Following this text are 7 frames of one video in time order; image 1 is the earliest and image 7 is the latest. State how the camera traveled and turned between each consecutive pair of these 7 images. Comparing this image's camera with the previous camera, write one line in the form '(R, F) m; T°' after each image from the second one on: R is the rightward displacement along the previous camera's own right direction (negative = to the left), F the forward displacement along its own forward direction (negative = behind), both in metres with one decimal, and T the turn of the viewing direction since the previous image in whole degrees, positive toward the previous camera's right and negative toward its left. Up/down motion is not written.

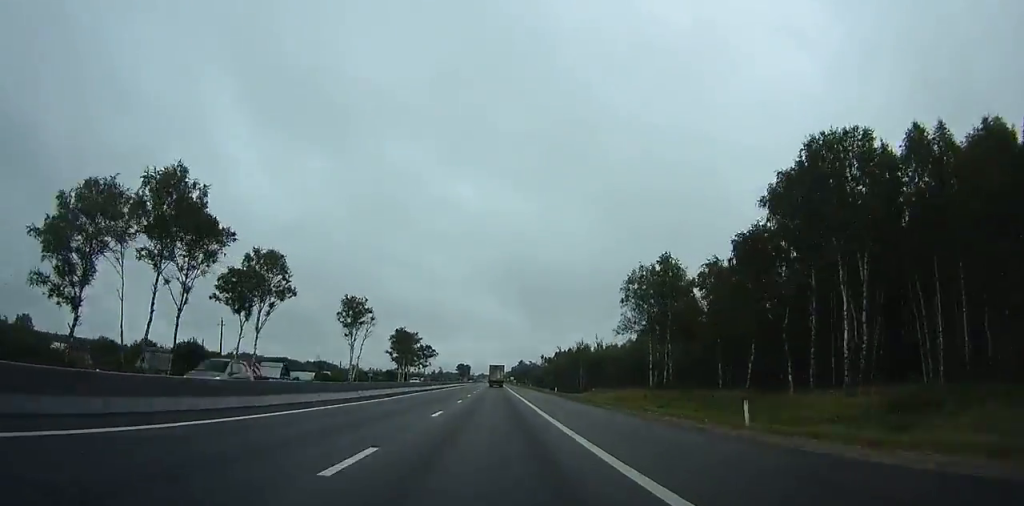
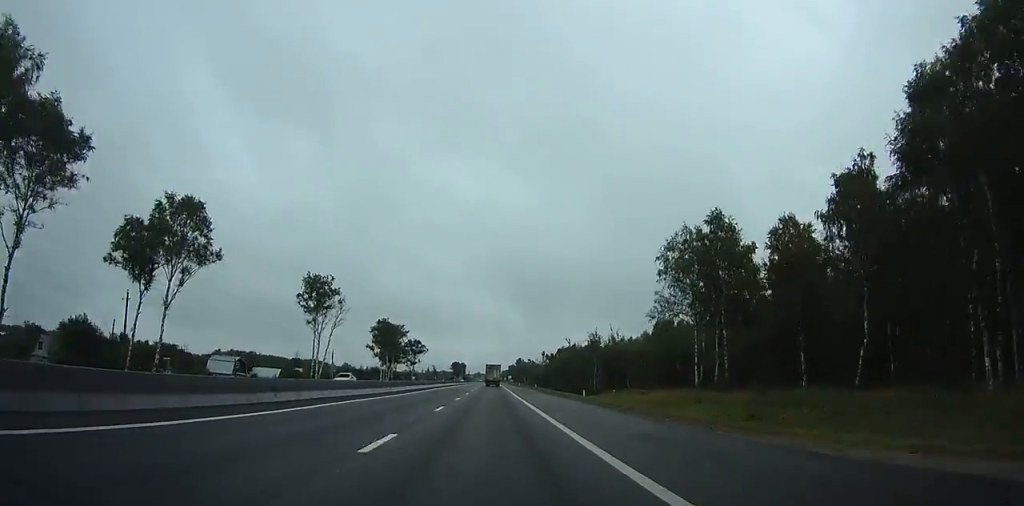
(0.0, +24.8) m; 0°
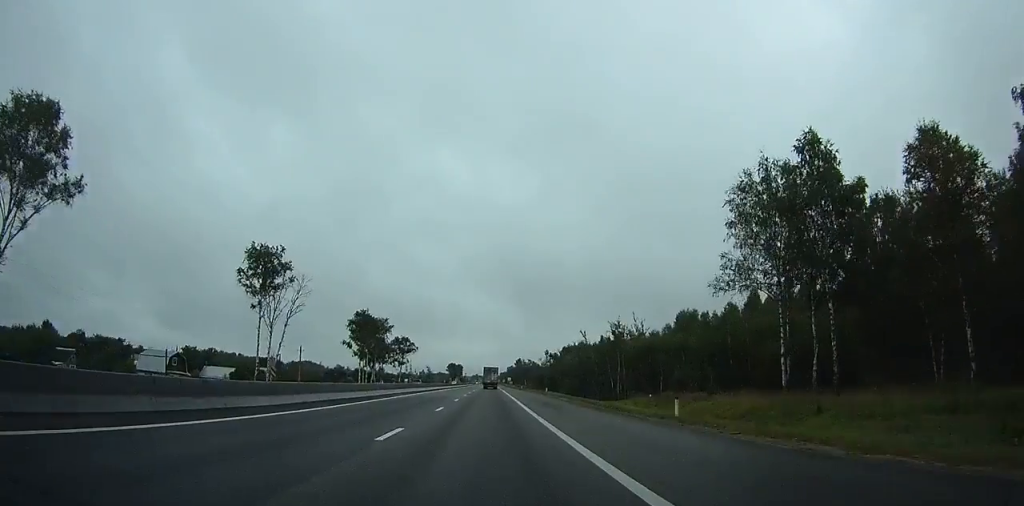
(+0.1, +25.2) m; 0°
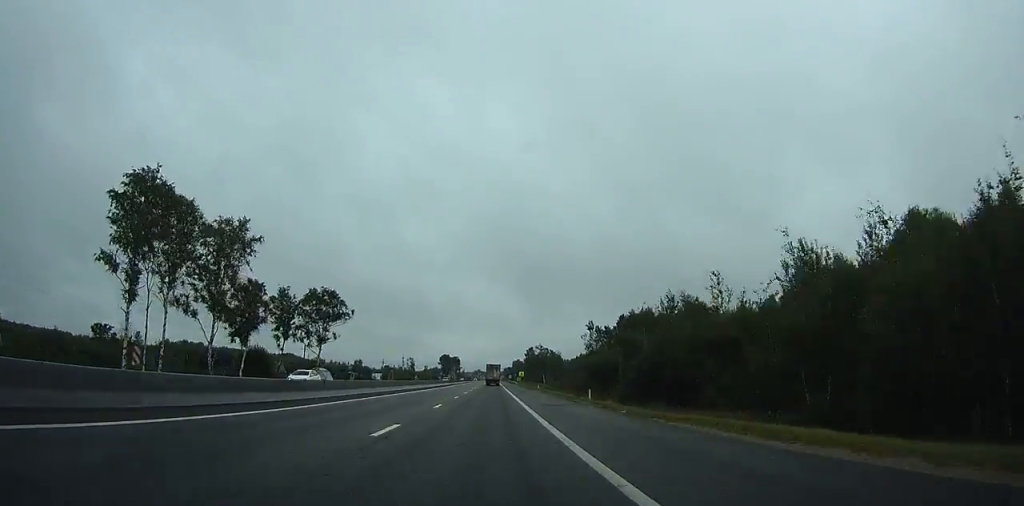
(-0.6, +92.3) m; 0°
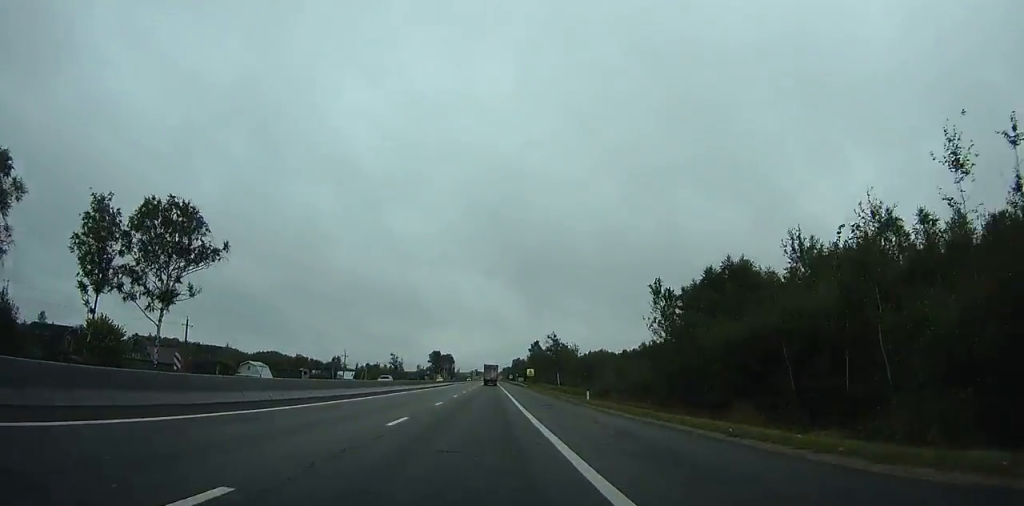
(+0.2, +46.1) m; +1°
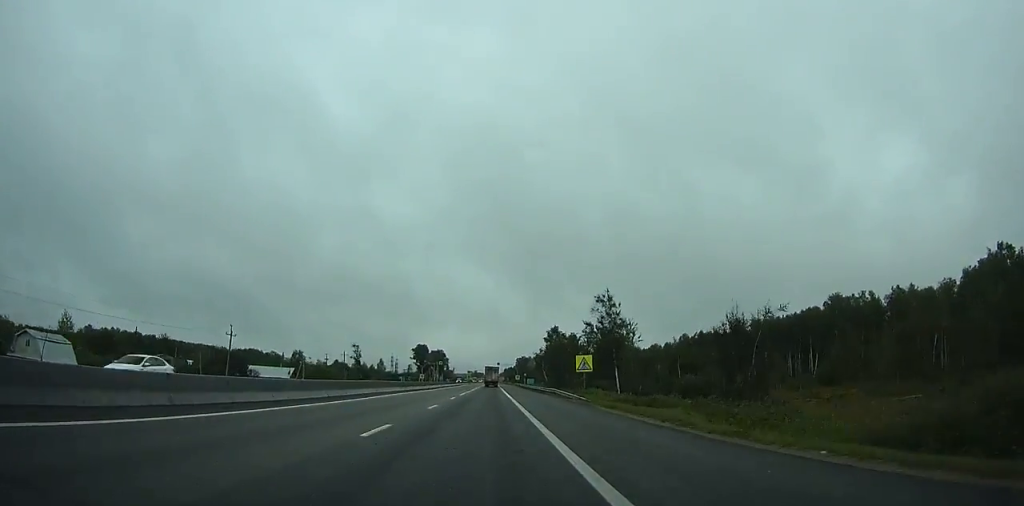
(+0.5, +62.7) m; 0°
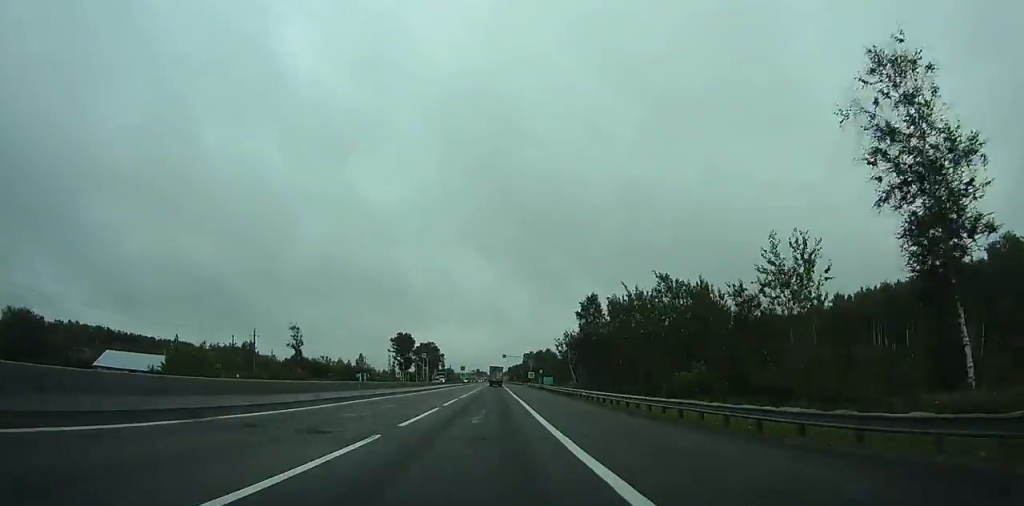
(-0.6, +53.9) m; -1°
